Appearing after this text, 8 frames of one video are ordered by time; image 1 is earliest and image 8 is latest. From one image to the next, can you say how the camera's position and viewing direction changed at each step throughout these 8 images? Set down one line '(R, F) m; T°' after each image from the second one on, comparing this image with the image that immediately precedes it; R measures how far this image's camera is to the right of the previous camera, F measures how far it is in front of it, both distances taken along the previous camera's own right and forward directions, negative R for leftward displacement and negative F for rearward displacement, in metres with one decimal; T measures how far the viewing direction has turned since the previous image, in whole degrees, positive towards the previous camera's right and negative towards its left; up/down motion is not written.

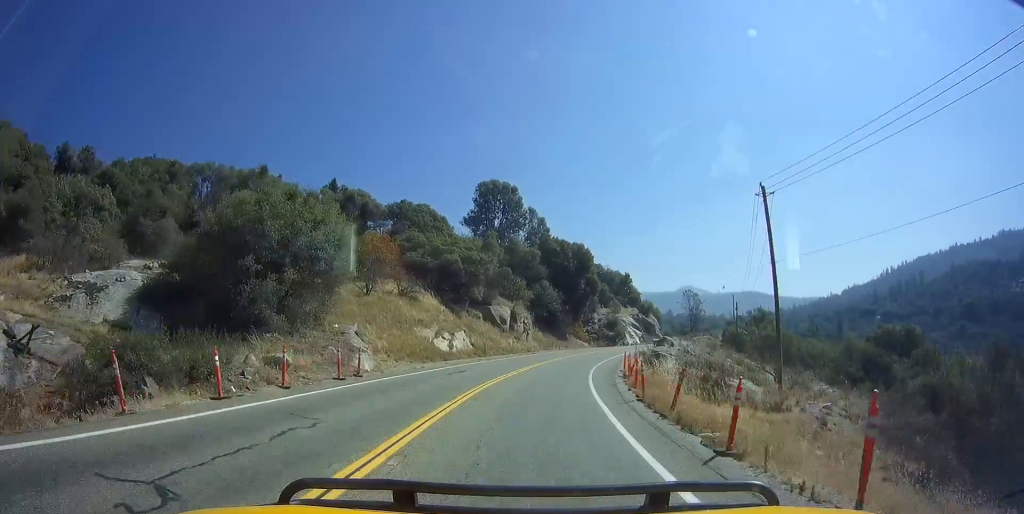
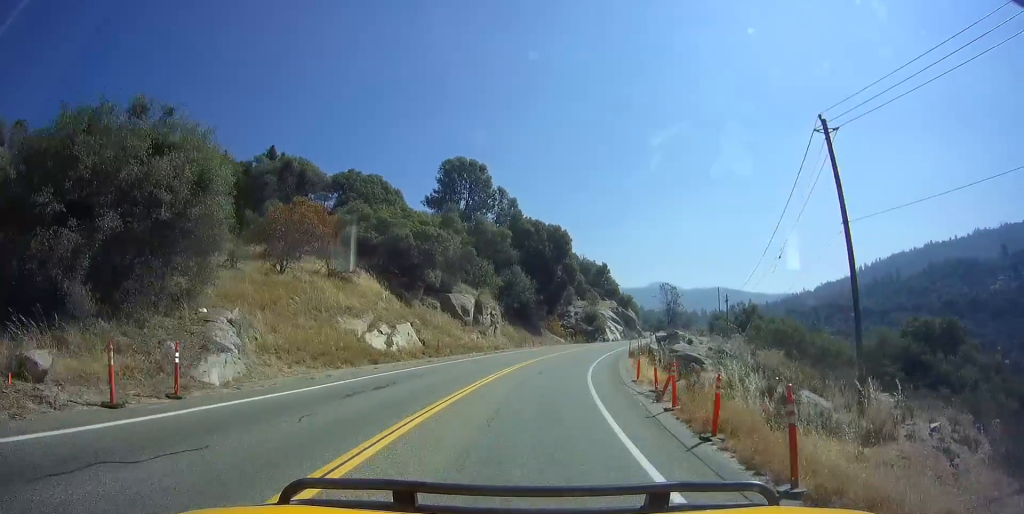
(+0.3, +10.1) m; +3°
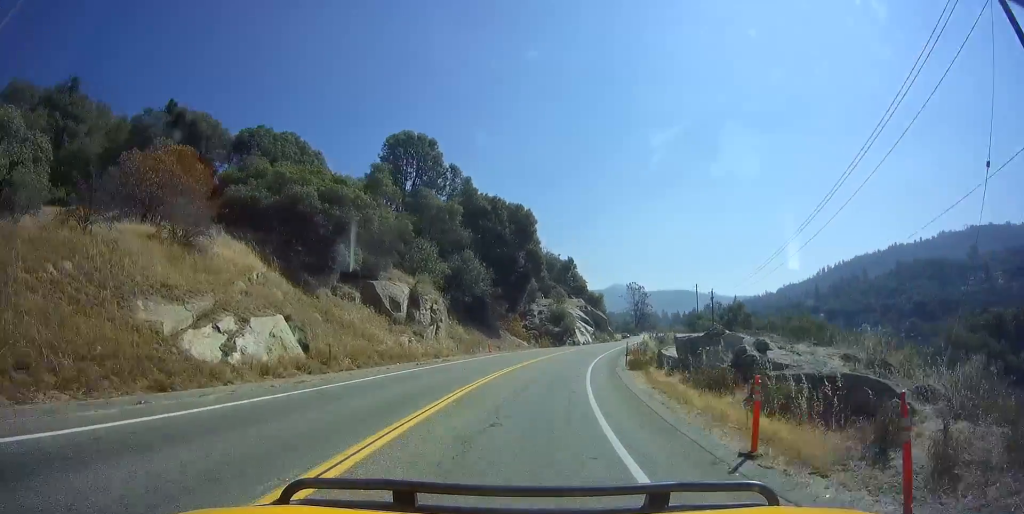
(+0.3, +12.8) m; +4°
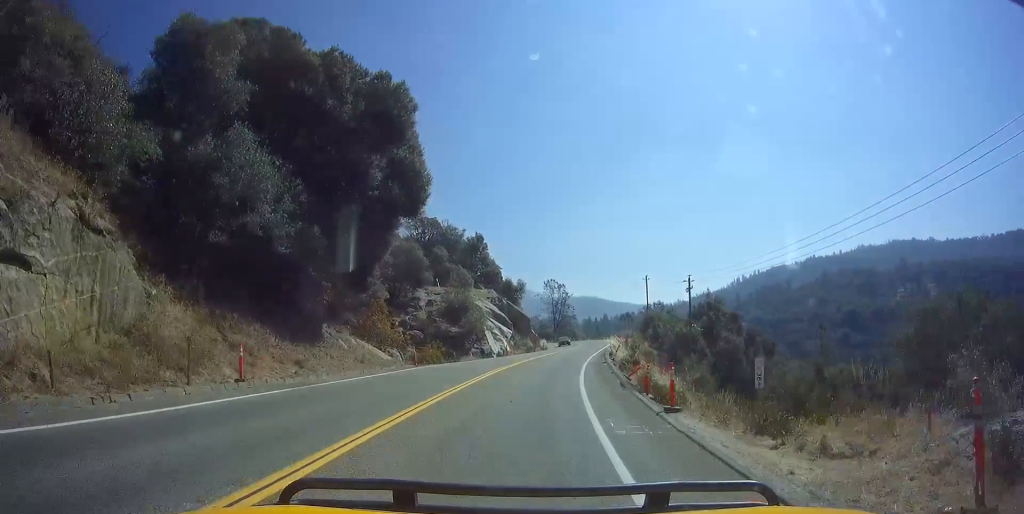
(+2.7, +29.4) m; +8°
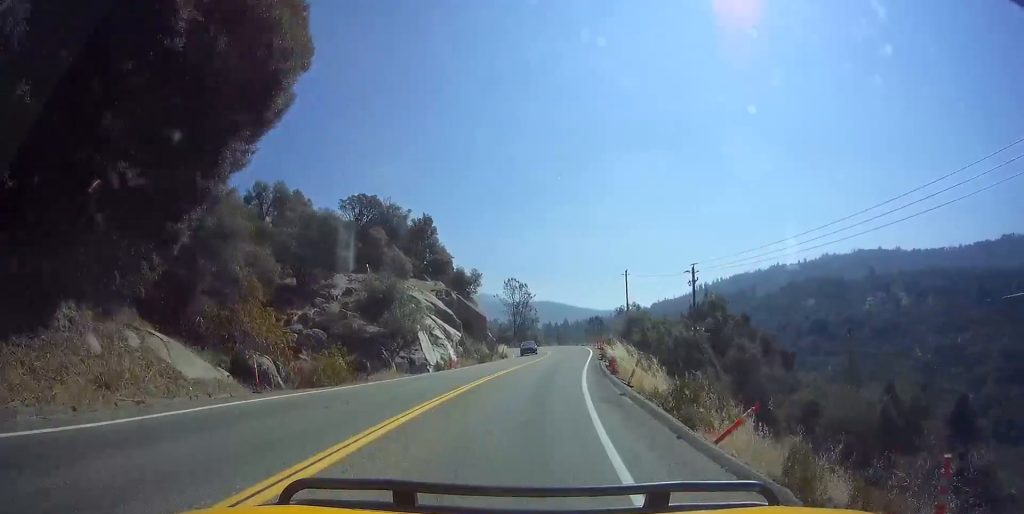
(+0.4, +14.1) m; +2°
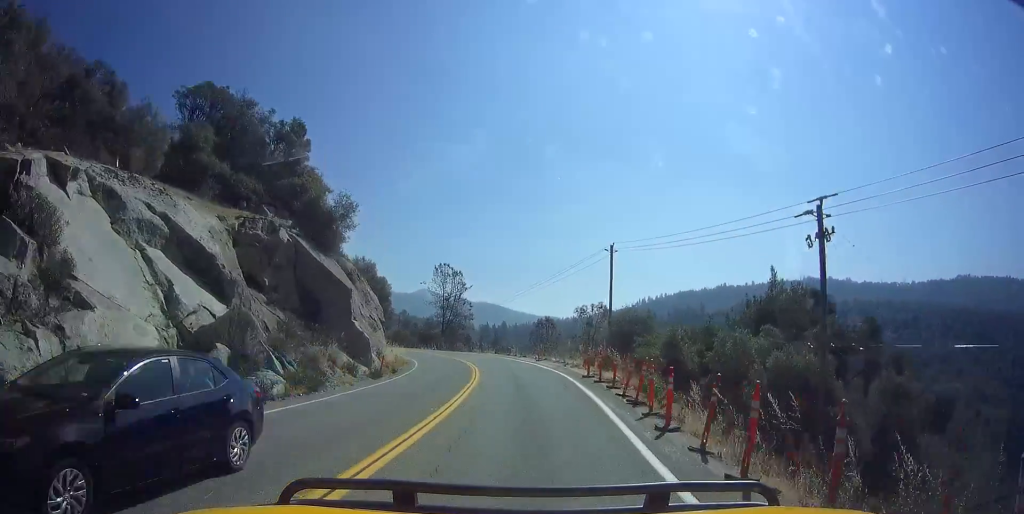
(-0.8, +27.8) m; -5°
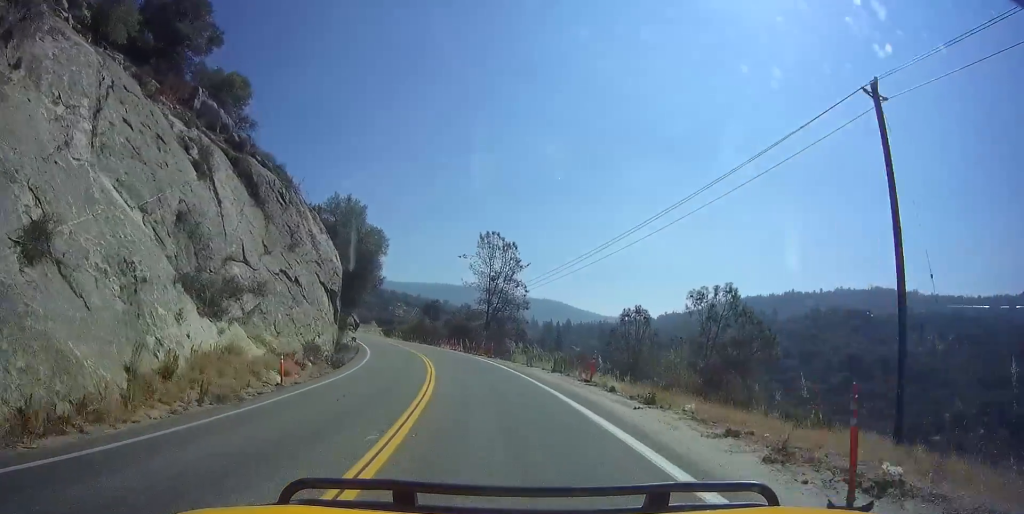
(-2.9, +32.3) m; -12°
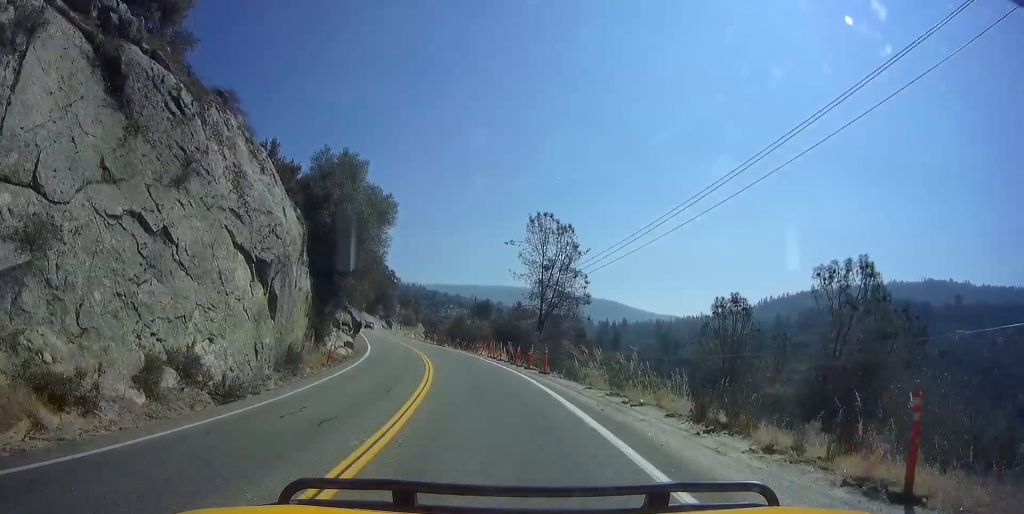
(-0.8, +14.9) m; -6°
